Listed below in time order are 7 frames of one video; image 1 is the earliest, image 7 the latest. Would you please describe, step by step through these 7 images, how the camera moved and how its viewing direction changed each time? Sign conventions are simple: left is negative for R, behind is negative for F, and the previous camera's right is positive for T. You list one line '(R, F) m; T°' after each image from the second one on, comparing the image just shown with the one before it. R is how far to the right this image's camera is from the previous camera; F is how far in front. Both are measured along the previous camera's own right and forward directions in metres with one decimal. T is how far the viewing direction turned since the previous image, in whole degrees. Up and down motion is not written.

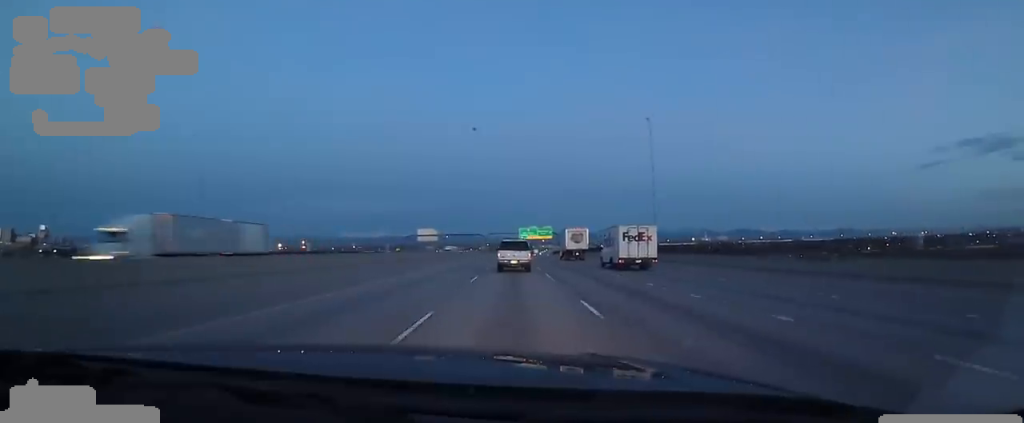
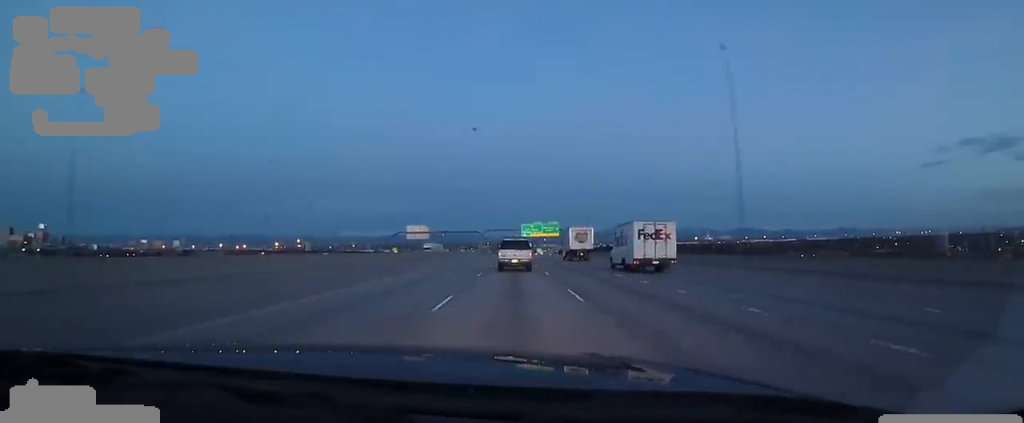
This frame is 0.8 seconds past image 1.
(+0.9, +21.2) m; +1°
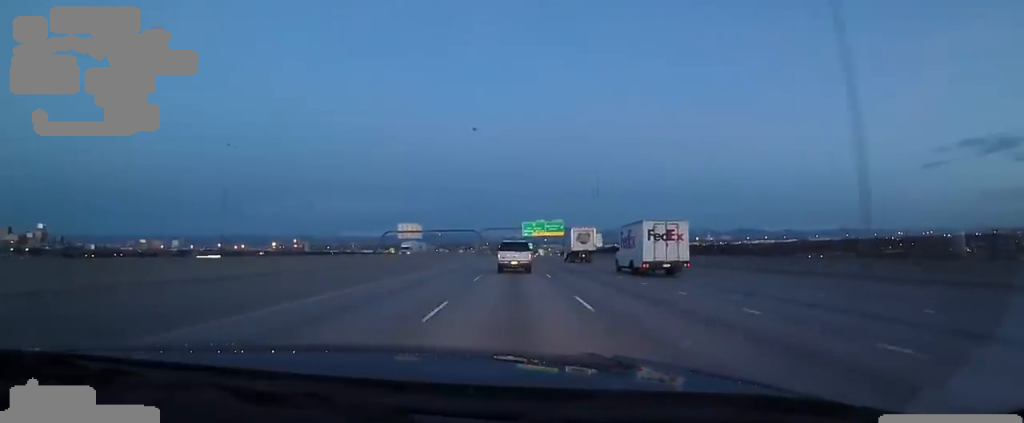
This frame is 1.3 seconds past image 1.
(+0.4, +13.1) m; 0°
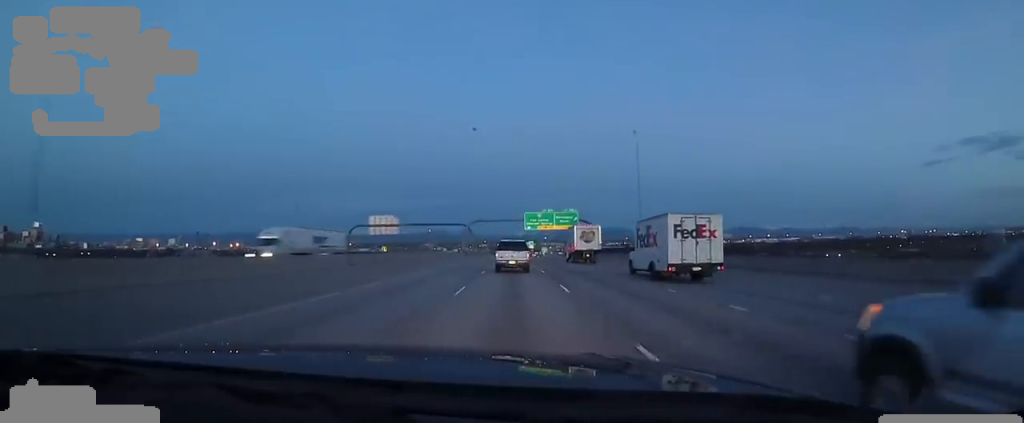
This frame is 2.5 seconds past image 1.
(-1.0, +29.8) m; -1°
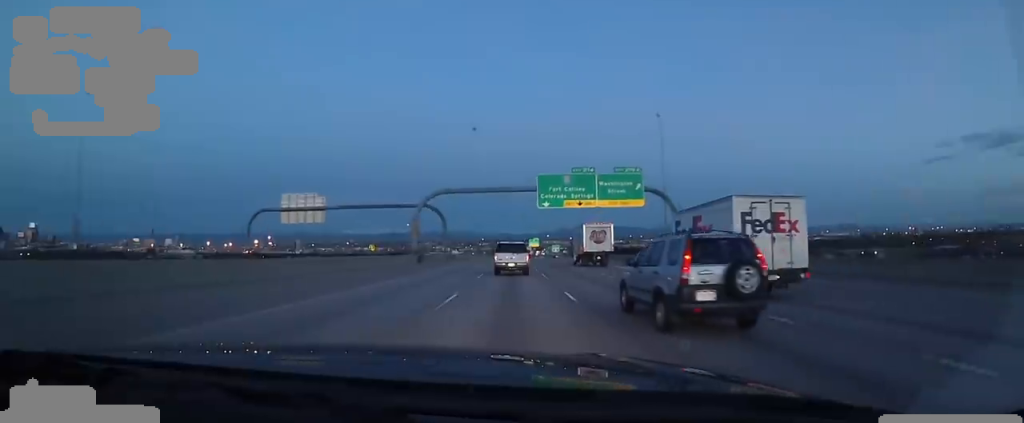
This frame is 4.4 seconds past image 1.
(-0.8, +49.1) m; -3°
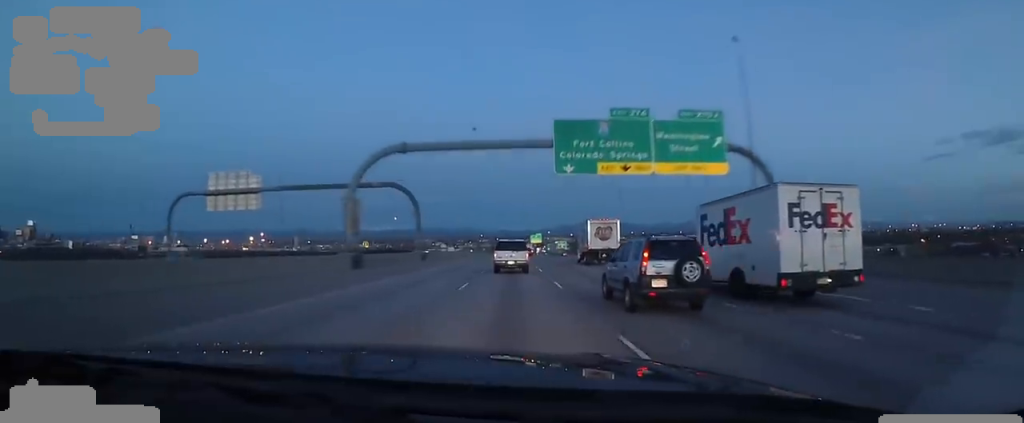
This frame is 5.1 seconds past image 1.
(0.0, +20.9) m; +1°
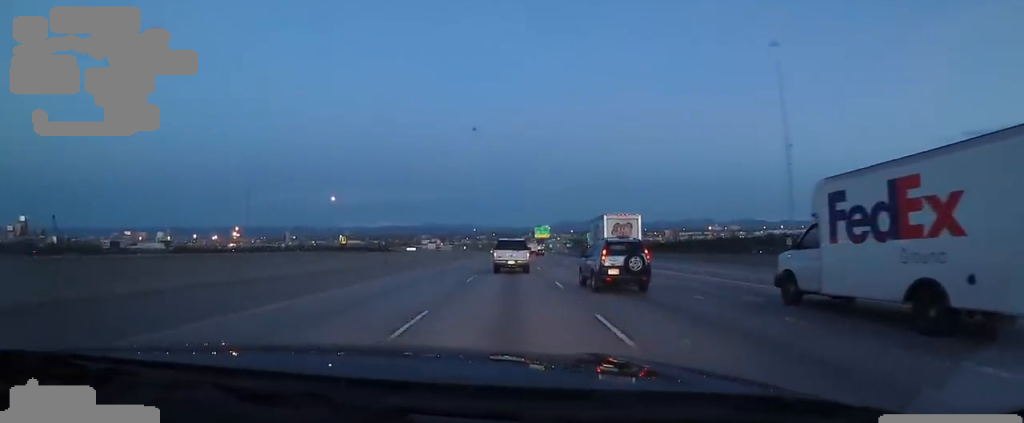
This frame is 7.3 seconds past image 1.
(+2.6, +58.5) m; +2°
